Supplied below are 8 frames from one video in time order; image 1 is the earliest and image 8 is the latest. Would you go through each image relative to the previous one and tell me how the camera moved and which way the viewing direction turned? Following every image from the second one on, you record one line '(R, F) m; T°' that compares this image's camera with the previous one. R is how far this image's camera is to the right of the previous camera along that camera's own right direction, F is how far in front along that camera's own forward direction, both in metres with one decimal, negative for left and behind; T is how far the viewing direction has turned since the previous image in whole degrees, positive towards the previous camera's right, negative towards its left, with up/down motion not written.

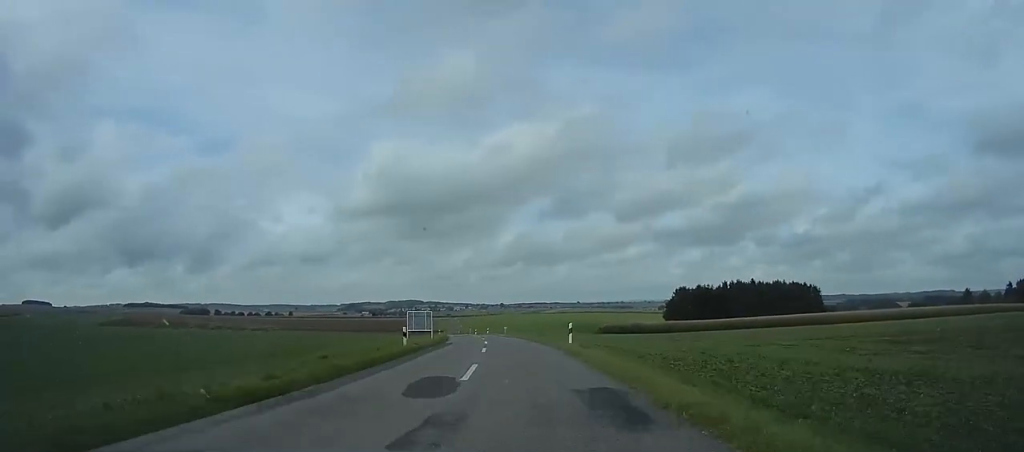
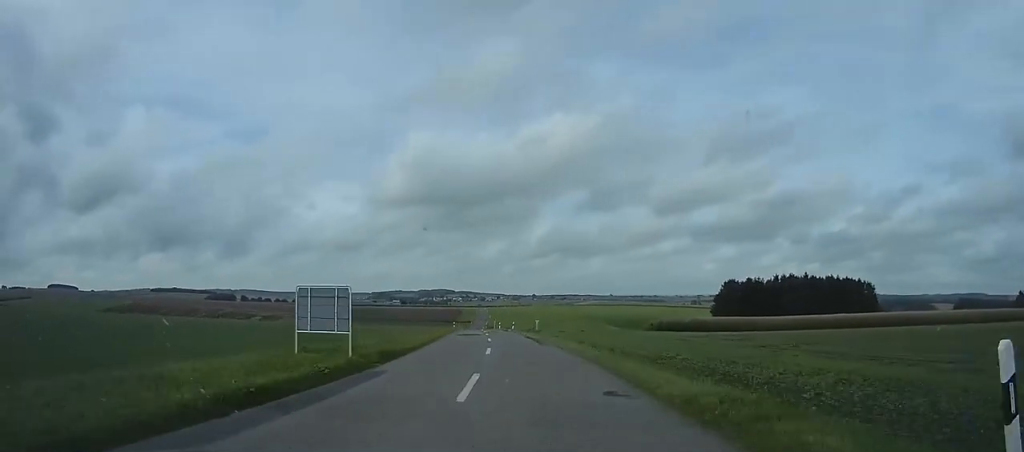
(-0.4, +20.1) m; -4°
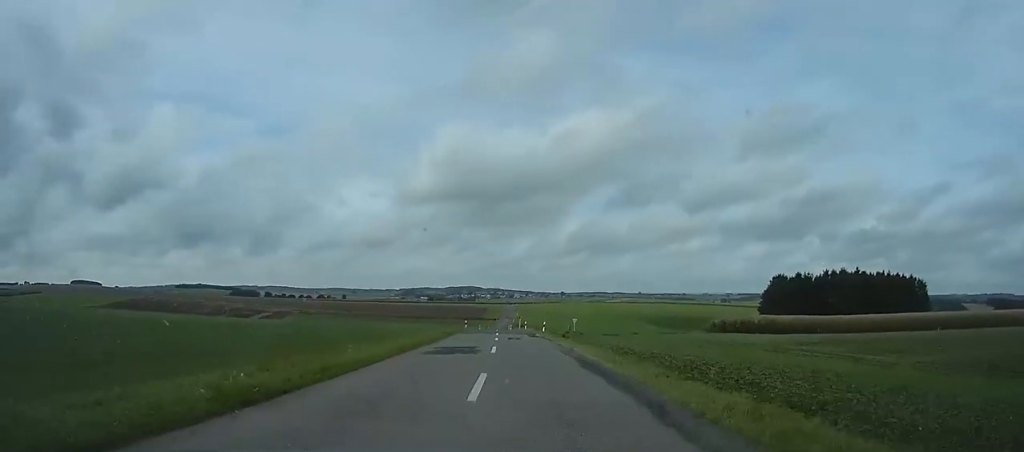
(-1.0, +18.4) m; -5°
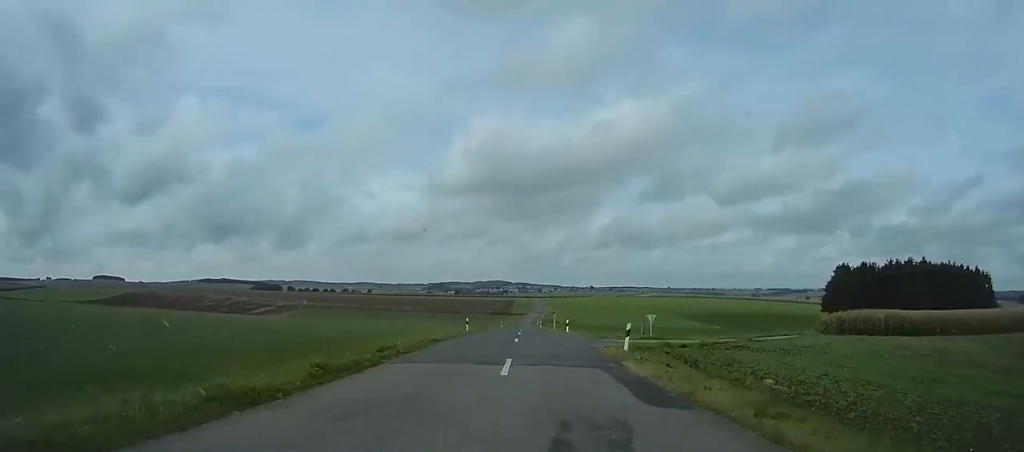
(-0.8, +24.1) m; -1°
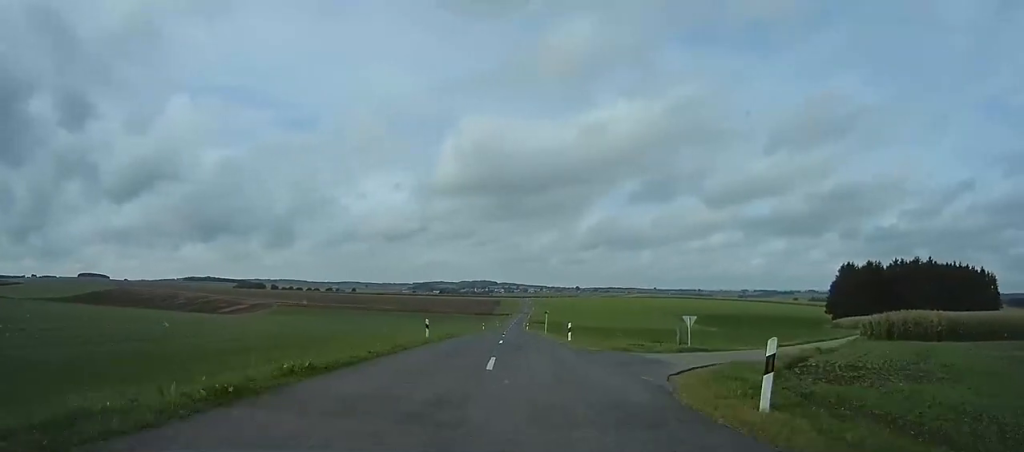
(0.0, +11.5) m; +4°
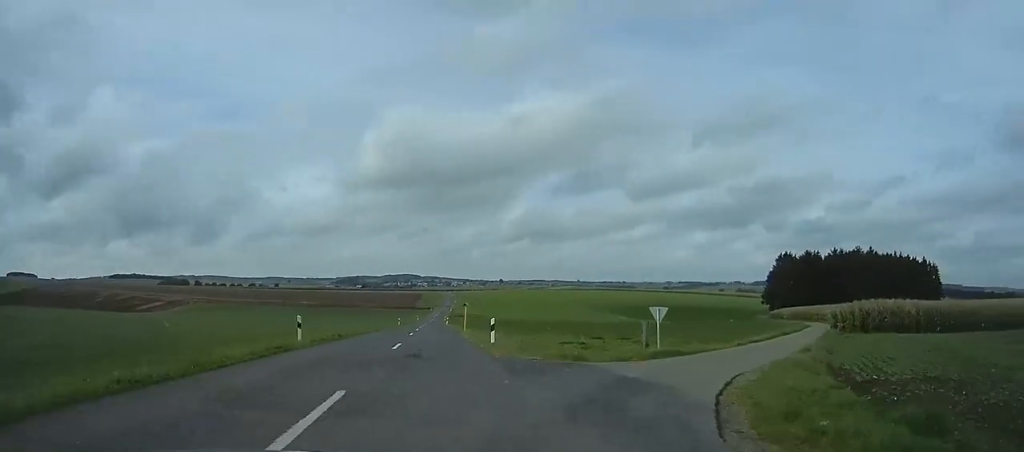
(+0.7, +7.6) m; +4°
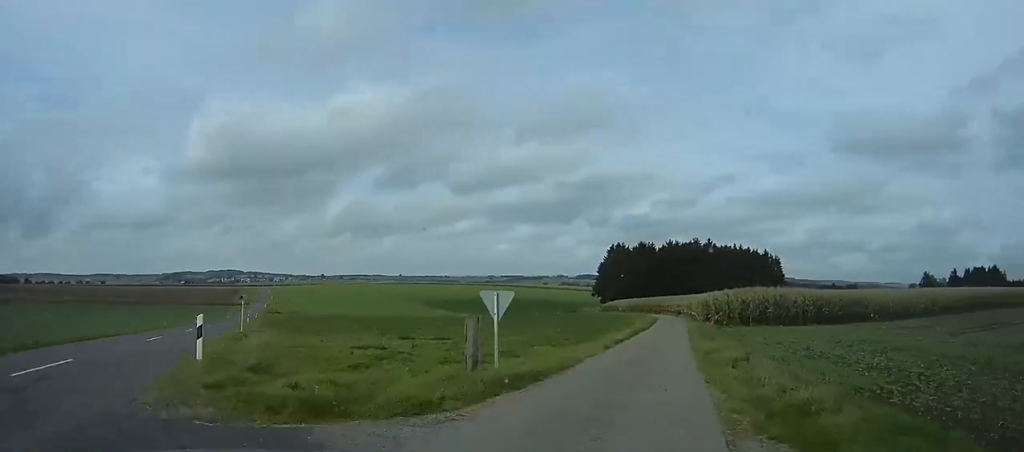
(+0.2, +9.8) m; +17°
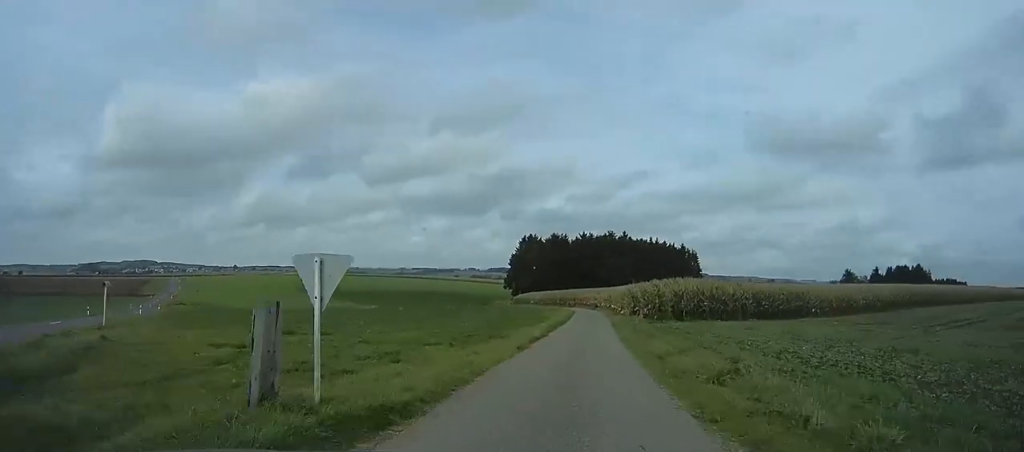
(+0.6, +4.7) m; +8°
